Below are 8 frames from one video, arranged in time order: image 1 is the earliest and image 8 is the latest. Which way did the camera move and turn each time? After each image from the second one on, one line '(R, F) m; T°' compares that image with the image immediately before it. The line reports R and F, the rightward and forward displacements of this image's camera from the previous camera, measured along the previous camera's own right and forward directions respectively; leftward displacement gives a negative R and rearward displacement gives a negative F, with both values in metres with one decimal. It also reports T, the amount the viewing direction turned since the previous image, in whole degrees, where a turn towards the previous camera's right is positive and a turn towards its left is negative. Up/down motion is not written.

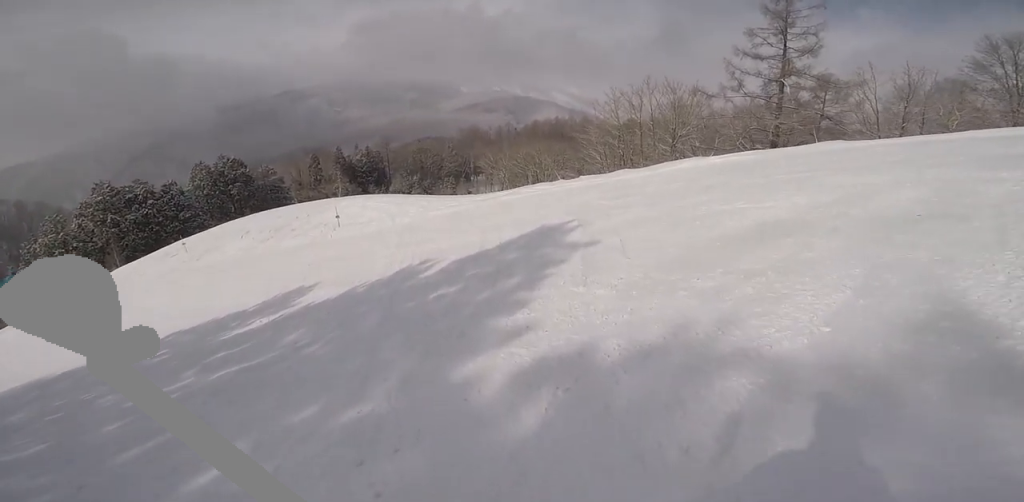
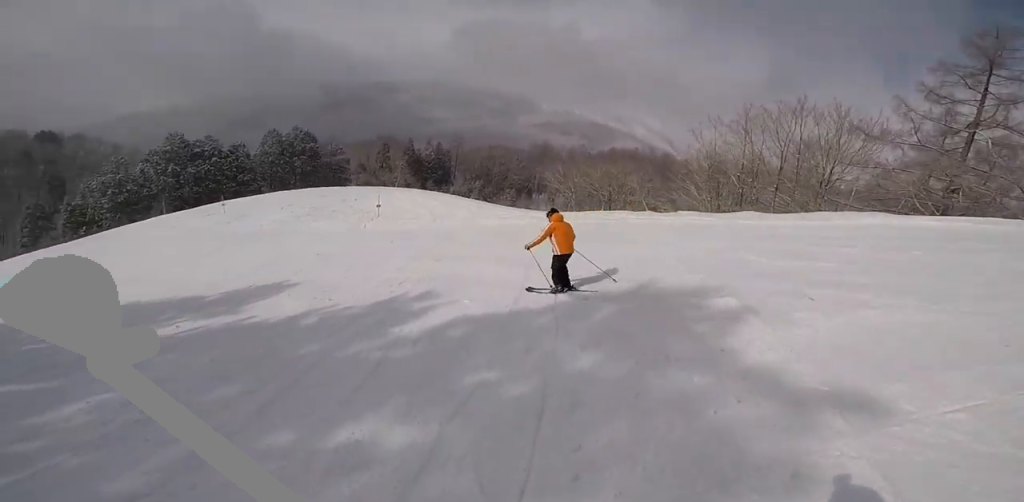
(0.0, +6.4) m; -2°
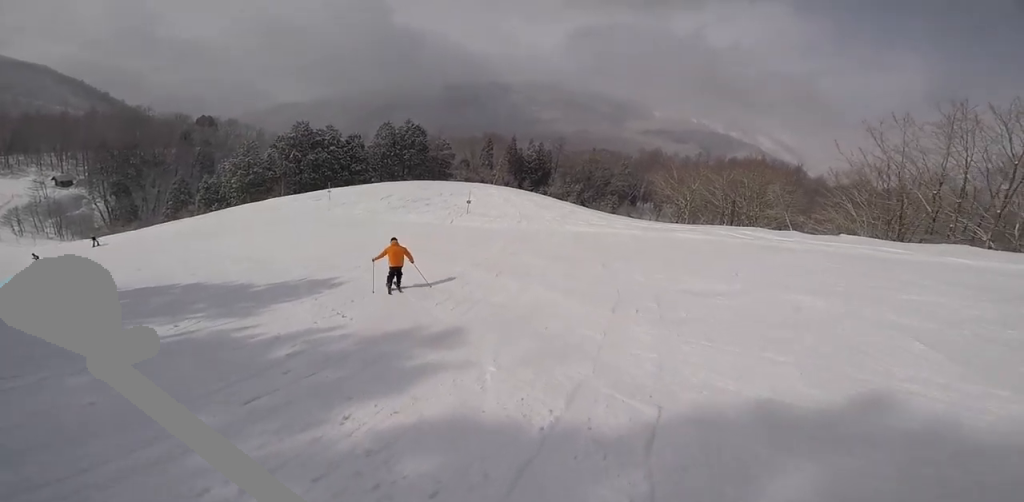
(-0.1, +3.7) m; -8°
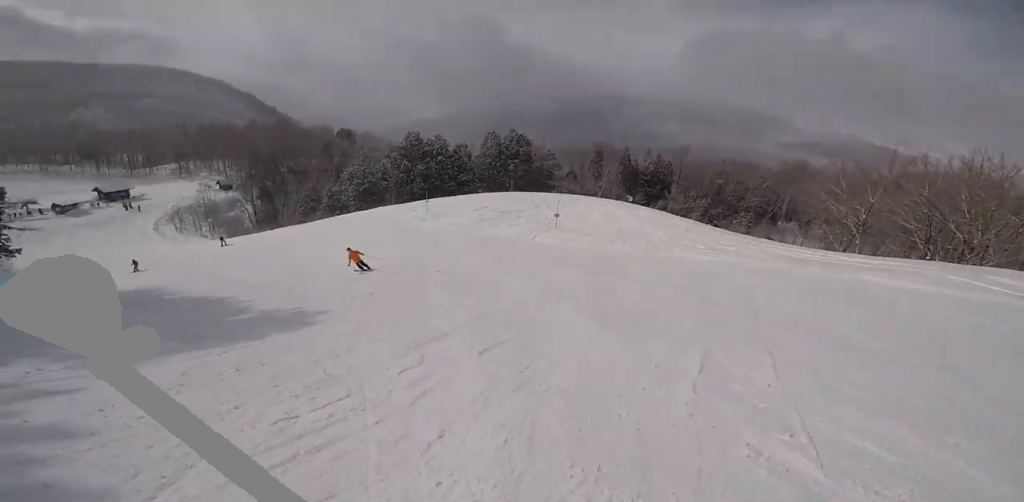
(-1.0, +6.0) m; -22°
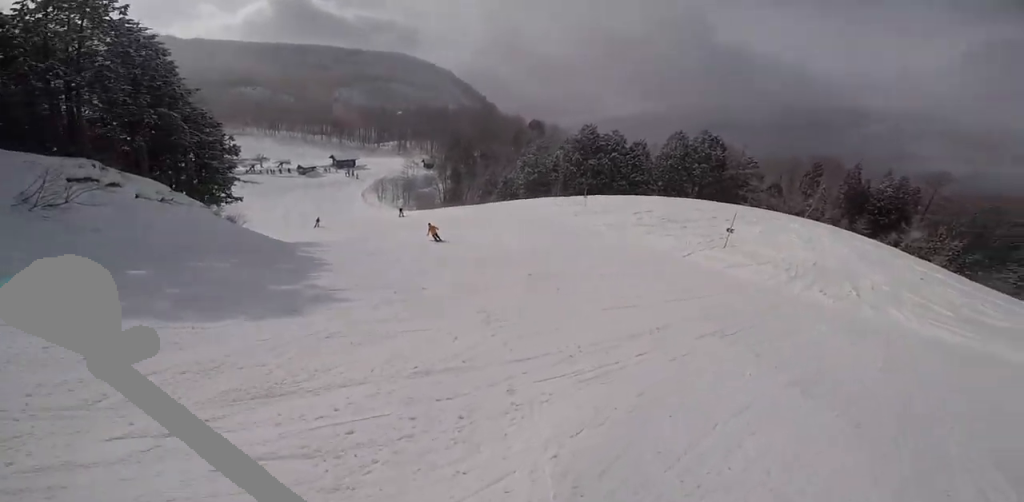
(-0.9, +5.0) m; -16°
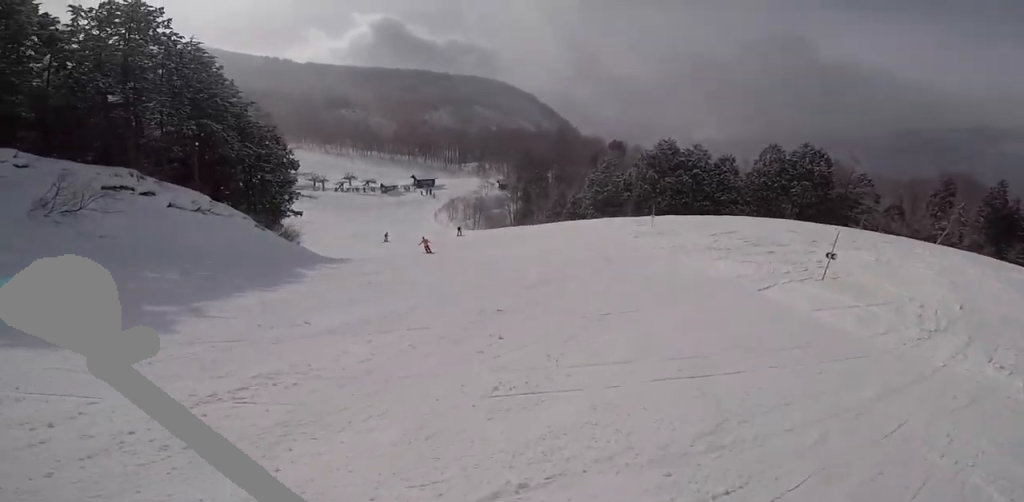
(-0.5, +5.3) m; -15°
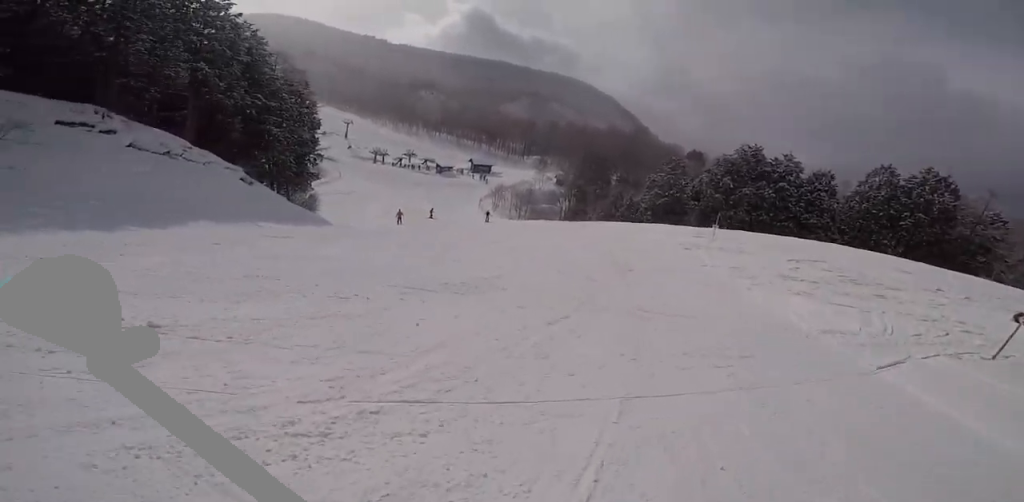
(-1.0, +6.0) m; -29°
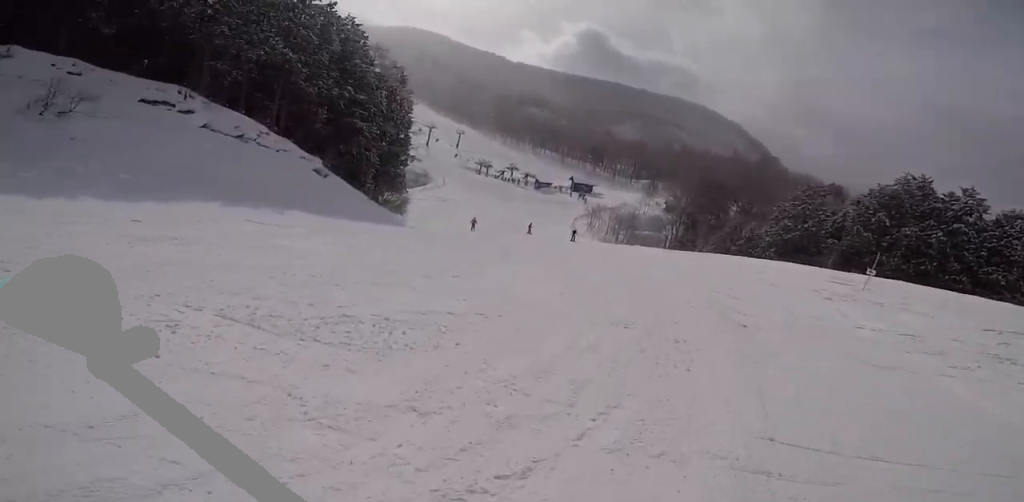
(-1.0, +3.7) m; -24°
